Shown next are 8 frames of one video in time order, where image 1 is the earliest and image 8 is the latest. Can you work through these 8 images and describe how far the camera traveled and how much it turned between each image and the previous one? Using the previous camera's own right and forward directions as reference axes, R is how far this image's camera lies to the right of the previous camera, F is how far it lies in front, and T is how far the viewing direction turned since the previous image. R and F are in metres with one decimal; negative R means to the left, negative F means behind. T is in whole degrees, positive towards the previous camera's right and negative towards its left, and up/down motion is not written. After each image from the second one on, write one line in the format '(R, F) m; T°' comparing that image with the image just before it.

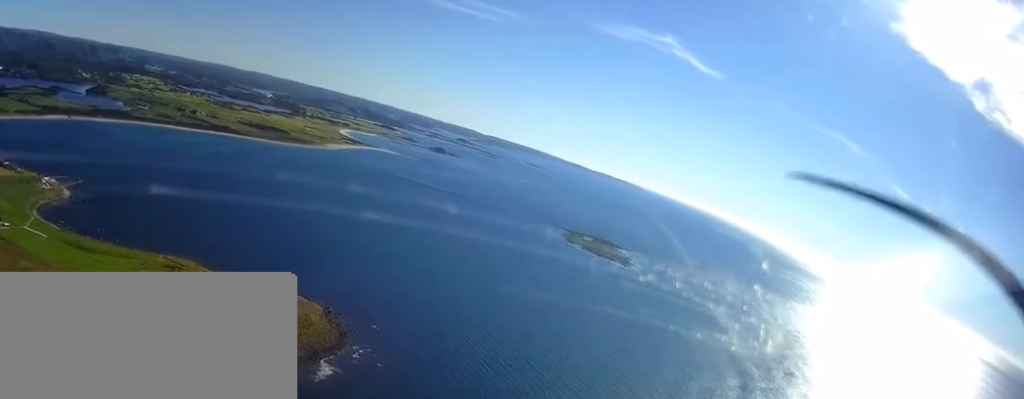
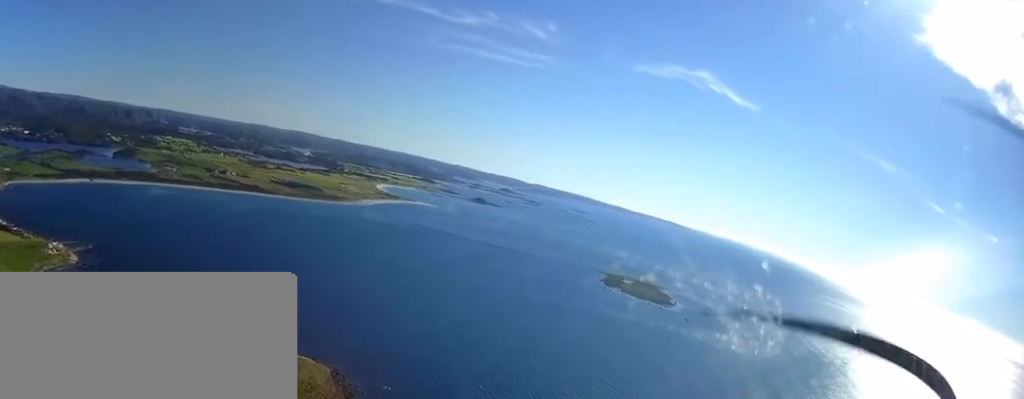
(-3.7, +79.4) m; -5°
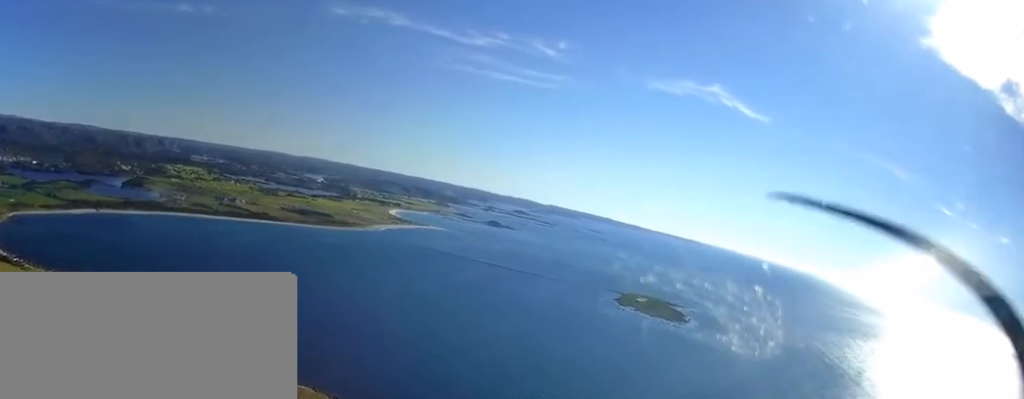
(-0.6, +34.2) m; -2°
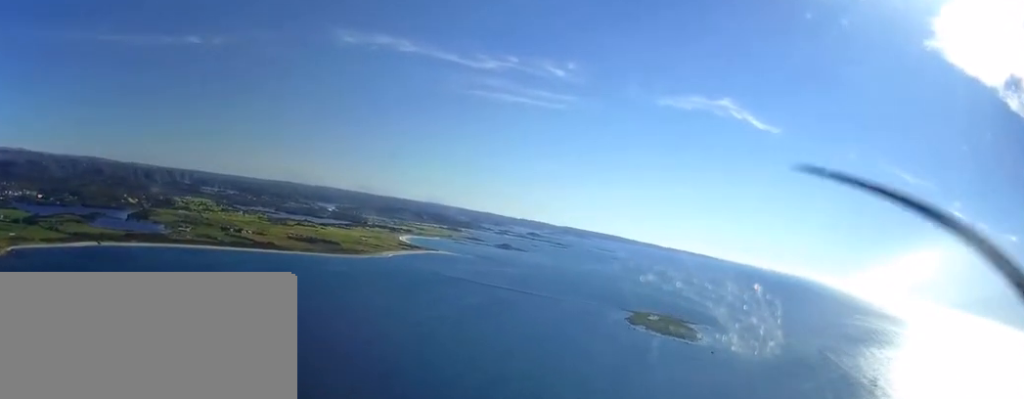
(-1.1, +52.9) m; -2°
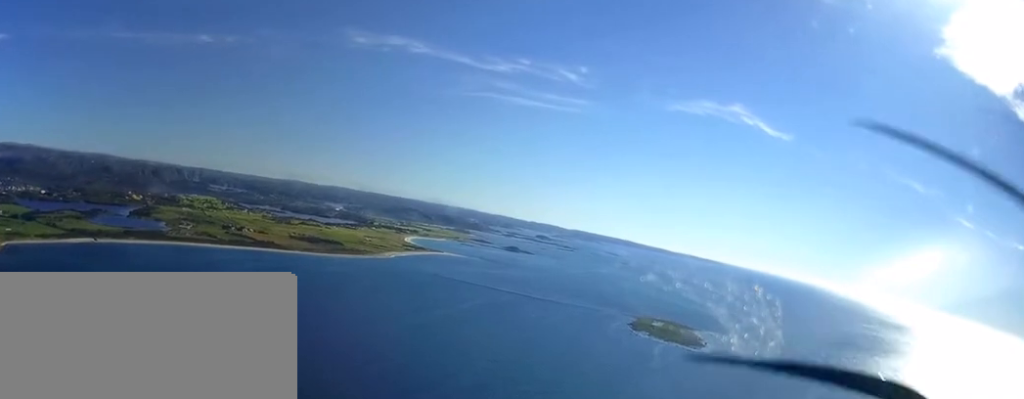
(-0.5, +53.1) m; -1°
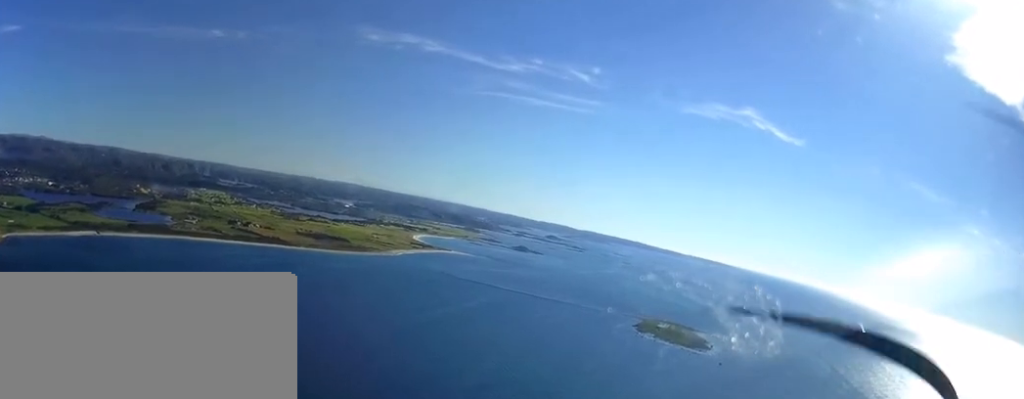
(-0.3, +33.1) m; -1°
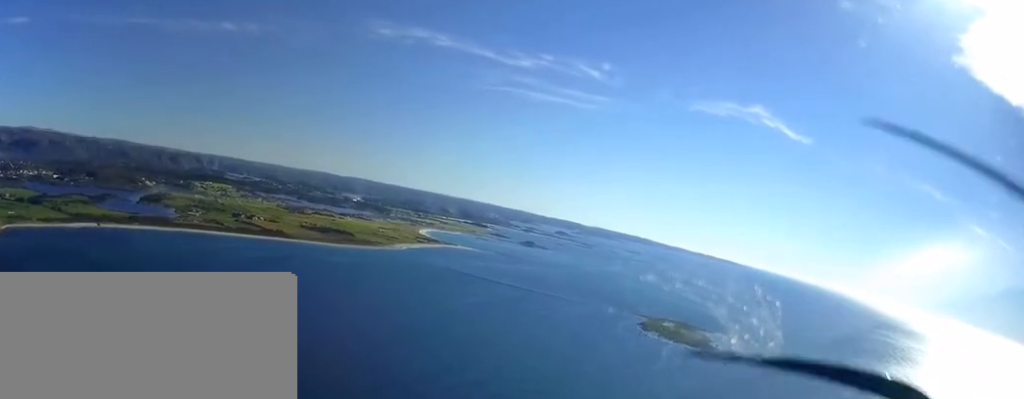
(-0.3, +31.6) m; -1°
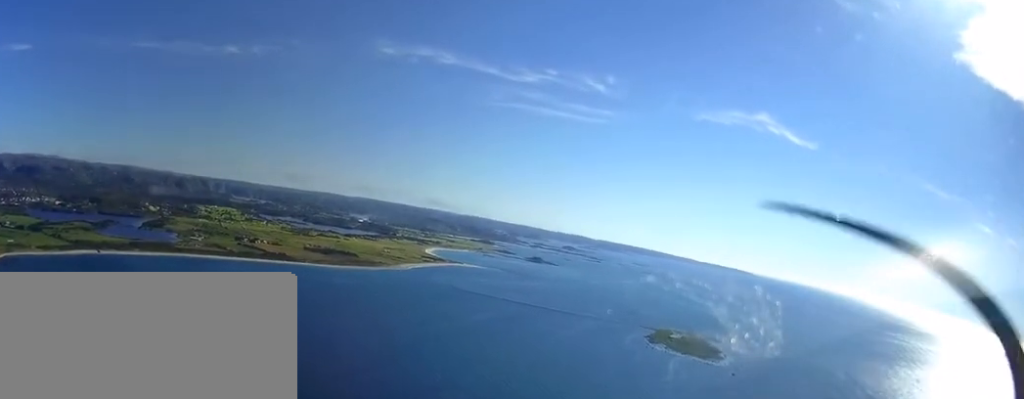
(-0.2, +34.4) m; -1°
